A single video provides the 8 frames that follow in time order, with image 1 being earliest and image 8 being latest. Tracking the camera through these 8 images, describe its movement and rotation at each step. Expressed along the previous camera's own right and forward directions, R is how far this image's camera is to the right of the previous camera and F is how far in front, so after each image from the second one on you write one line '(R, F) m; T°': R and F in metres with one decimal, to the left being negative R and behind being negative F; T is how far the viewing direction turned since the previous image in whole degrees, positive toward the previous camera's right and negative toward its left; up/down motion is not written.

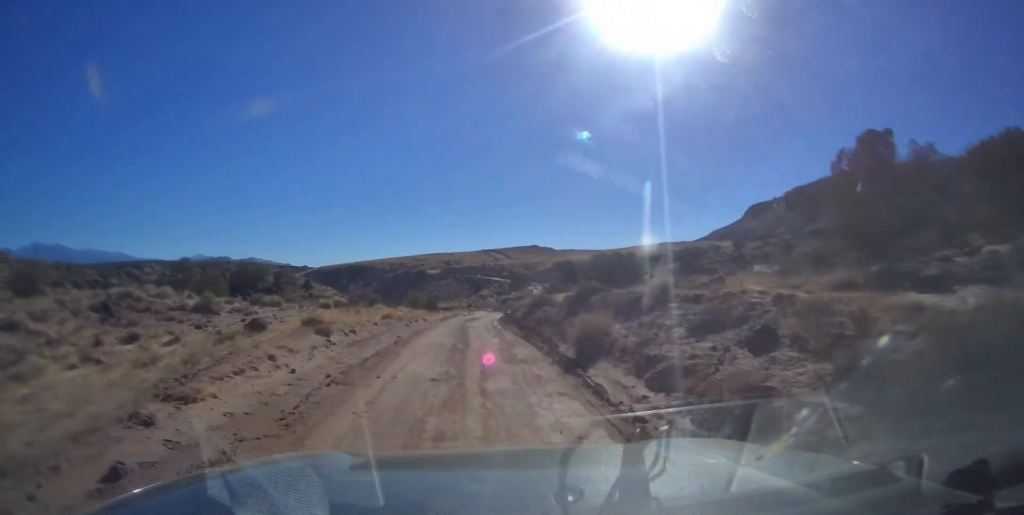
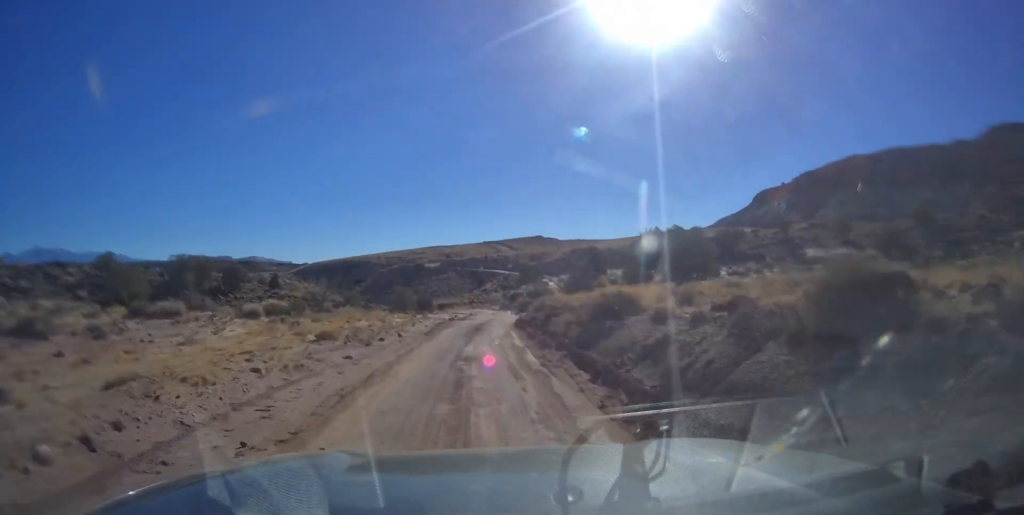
(+0.2, +13.0) m; +1°
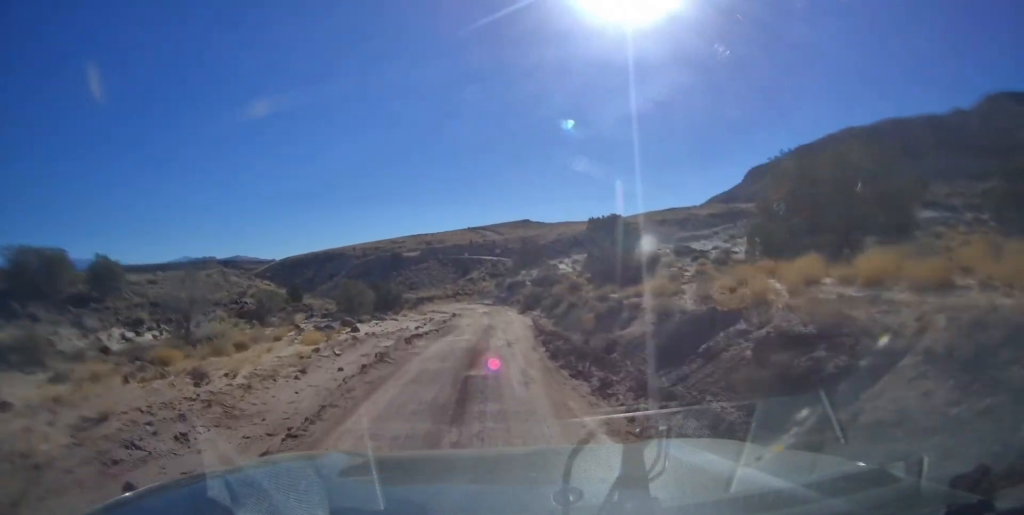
(+0.4, +17.1) m; -1°
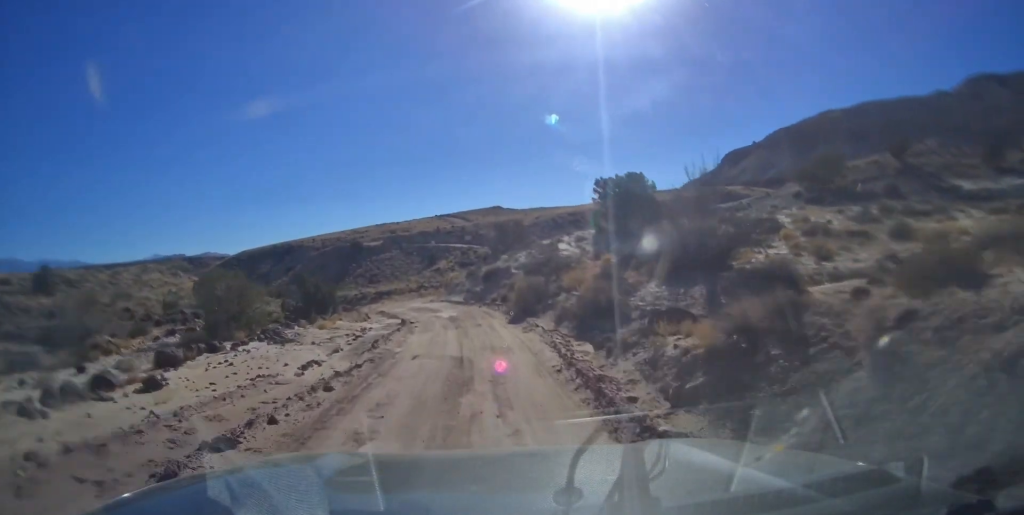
(-0.5, +13.9) m; +1°
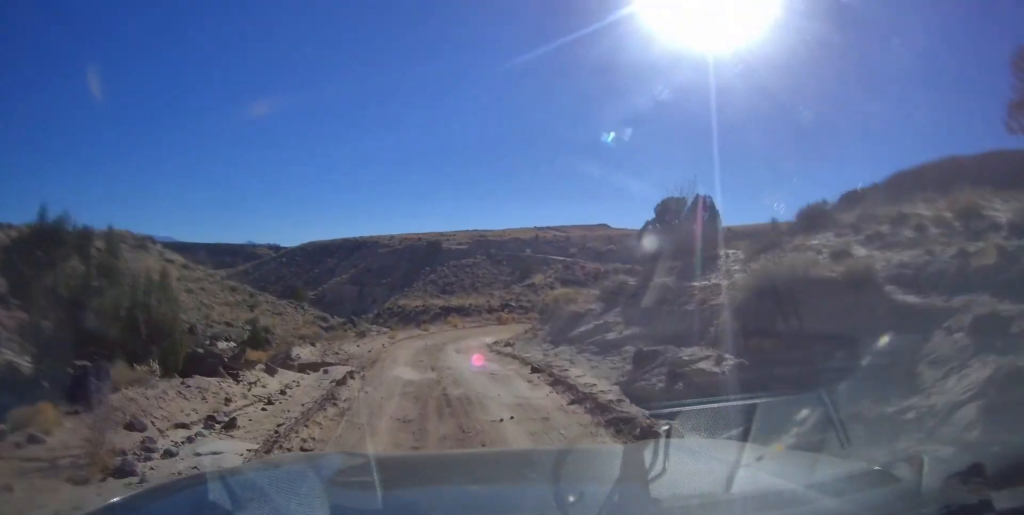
(+0.9, +27.5) m; -1°
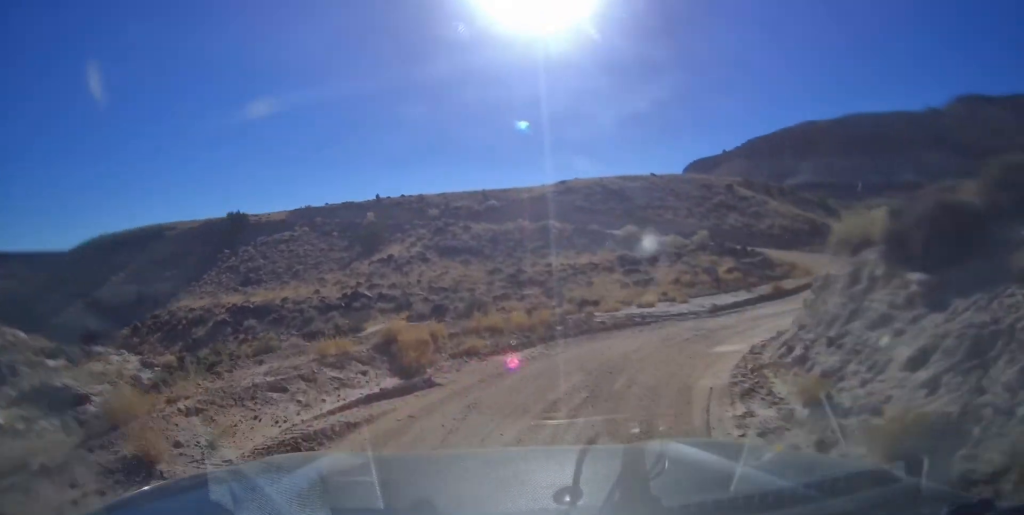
(-2.7, +34.6) m; +4°
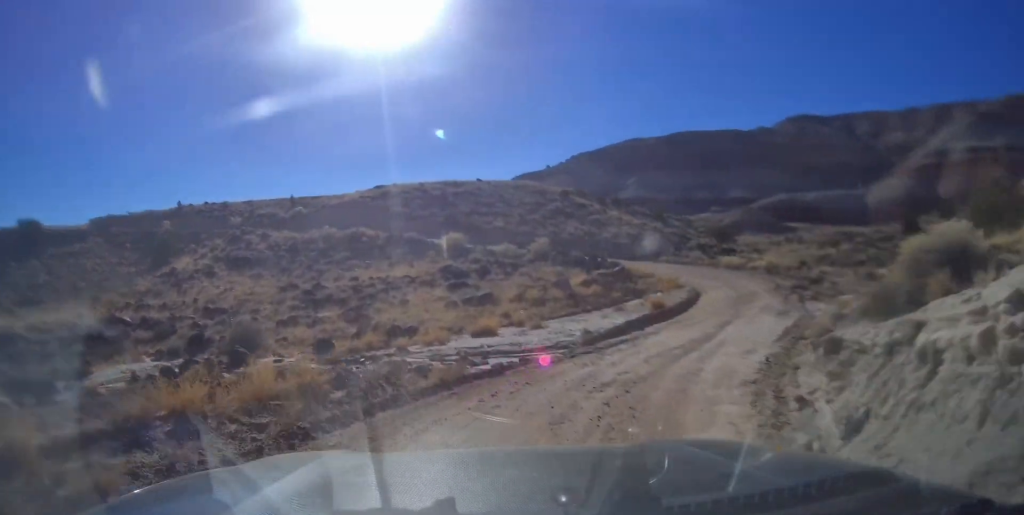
(+0.8, +7.2) m; +12°
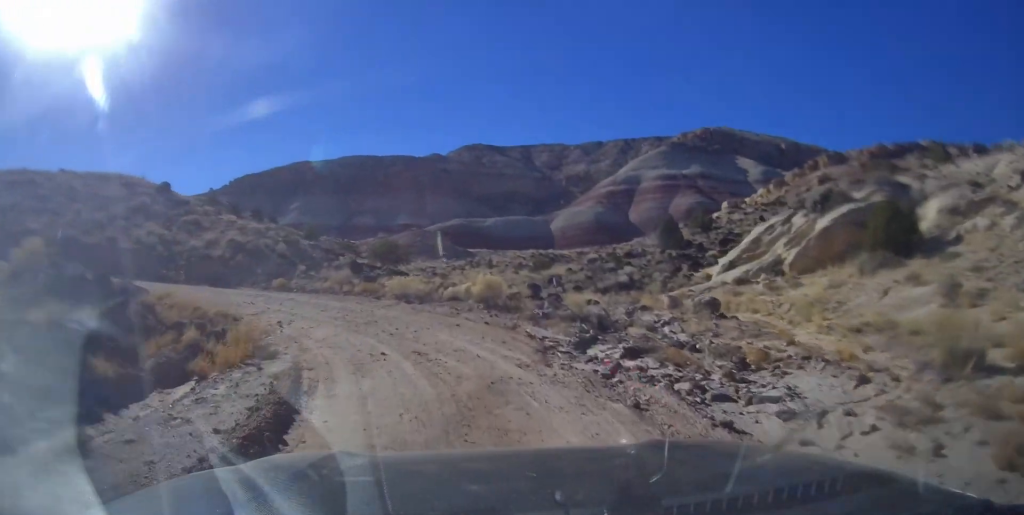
(+5.2, +17.3) m; +34°
